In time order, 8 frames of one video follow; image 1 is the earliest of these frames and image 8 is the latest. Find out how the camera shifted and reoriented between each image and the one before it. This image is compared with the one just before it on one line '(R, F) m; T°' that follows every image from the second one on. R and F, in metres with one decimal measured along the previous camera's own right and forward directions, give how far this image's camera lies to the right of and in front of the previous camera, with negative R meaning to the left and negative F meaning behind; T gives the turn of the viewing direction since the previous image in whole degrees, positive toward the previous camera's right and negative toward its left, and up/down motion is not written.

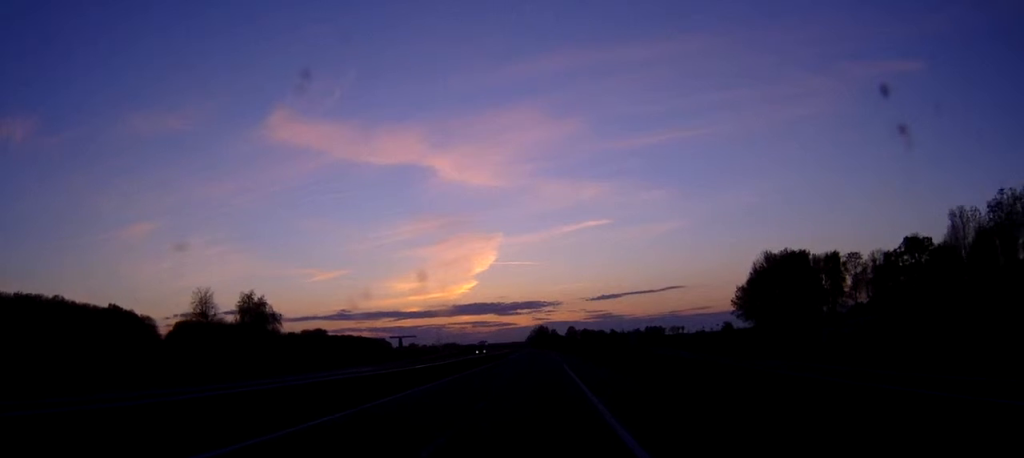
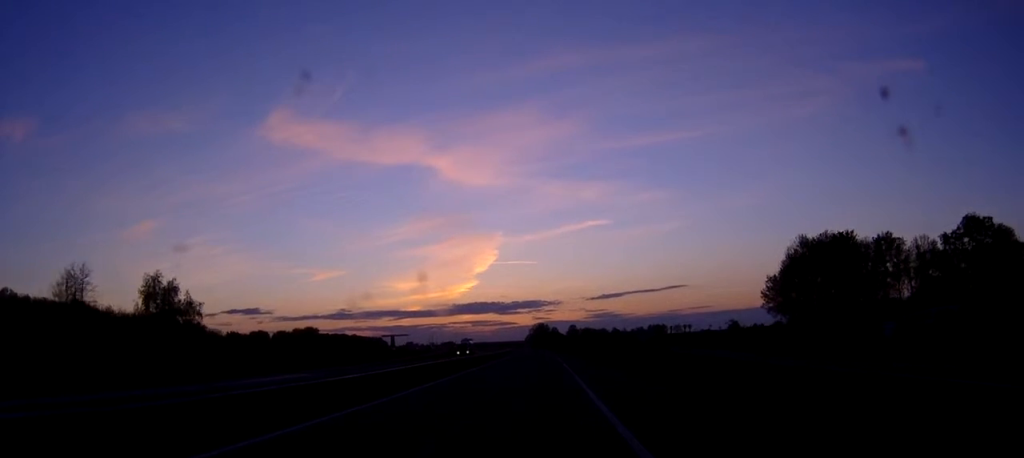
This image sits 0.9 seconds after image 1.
(0.0, +24.6) m; 0°
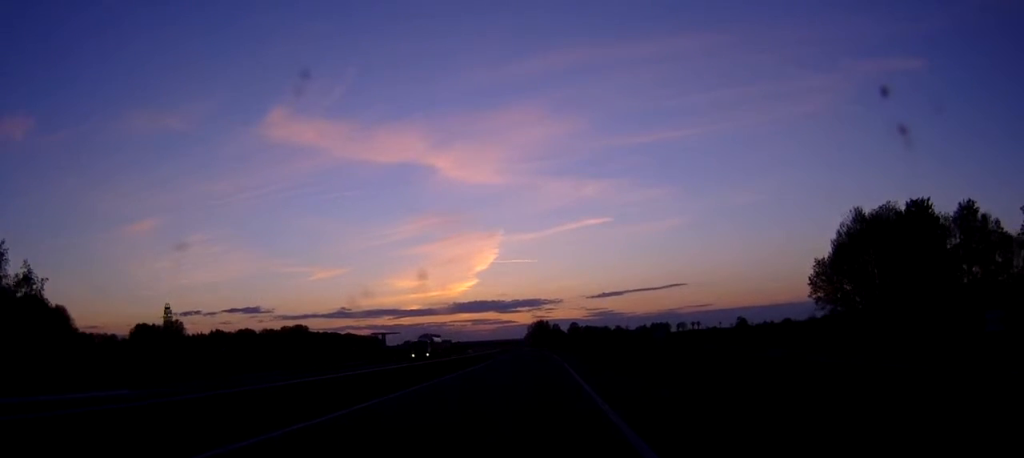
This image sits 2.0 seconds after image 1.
(0.0, +28.2) m; 0°
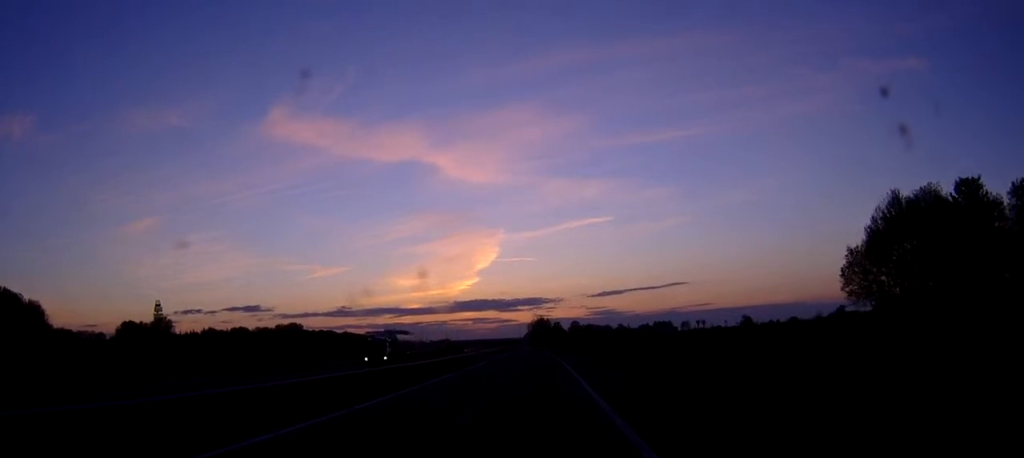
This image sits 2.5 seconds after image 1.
(0.0, +14.1) m; 0°
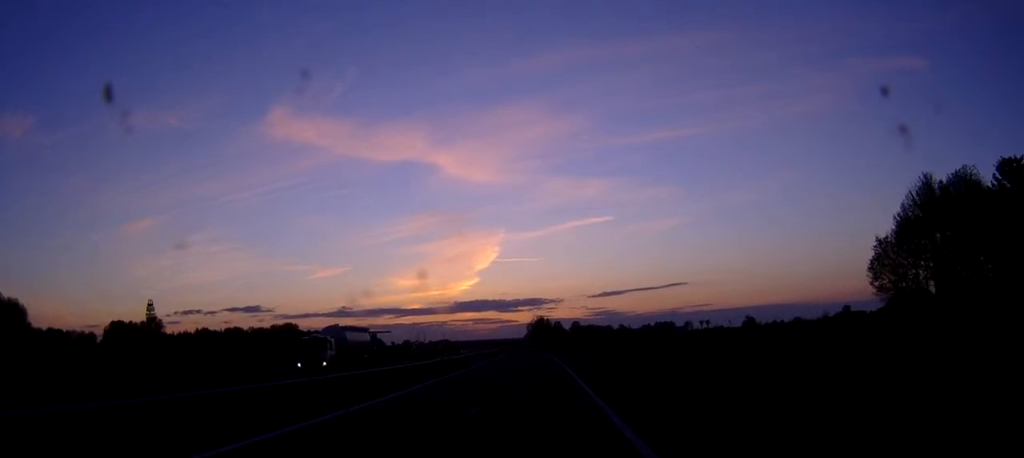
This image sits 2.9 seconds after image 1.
(0.0, +10.5) m; 0°
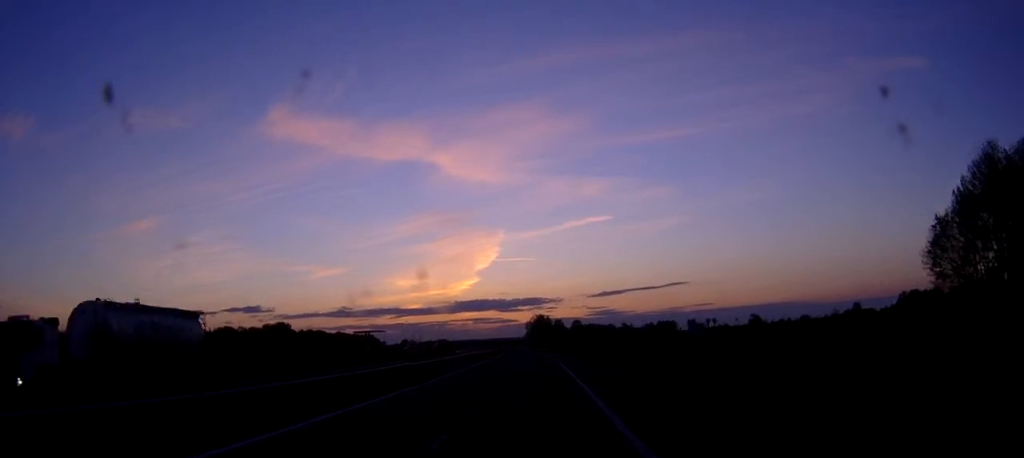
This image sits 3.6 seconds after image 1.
(-0.1, +17.4) m; 0°
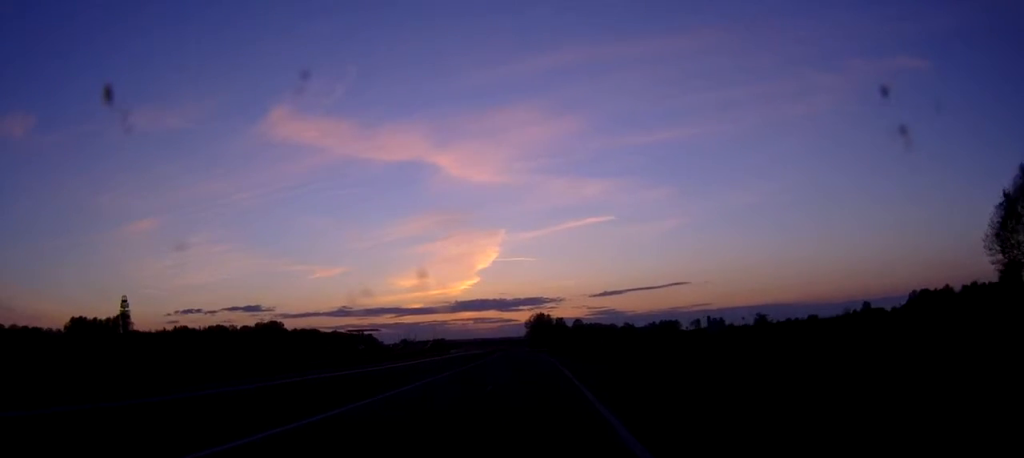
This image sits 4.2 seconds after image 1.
(0.0, +15.8) m; 0°
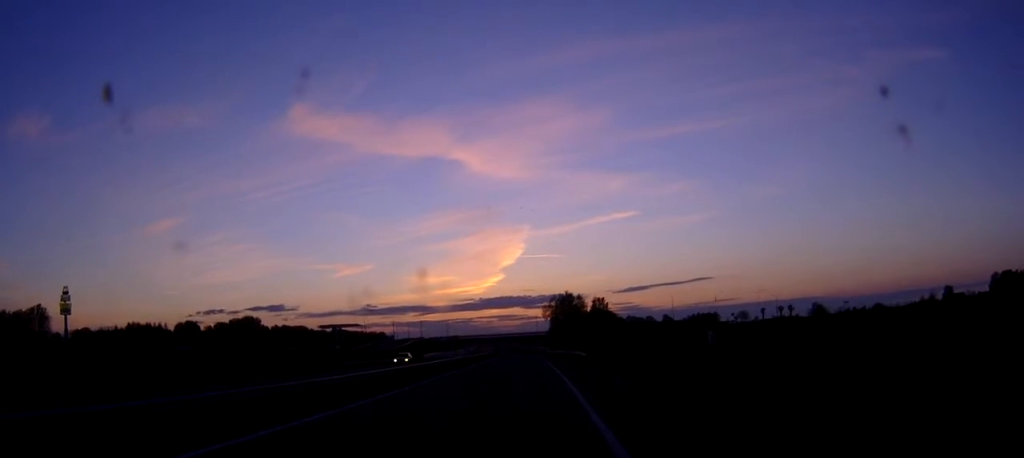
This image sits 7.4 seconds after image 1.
(-0.9, +84.5) m; -2°
